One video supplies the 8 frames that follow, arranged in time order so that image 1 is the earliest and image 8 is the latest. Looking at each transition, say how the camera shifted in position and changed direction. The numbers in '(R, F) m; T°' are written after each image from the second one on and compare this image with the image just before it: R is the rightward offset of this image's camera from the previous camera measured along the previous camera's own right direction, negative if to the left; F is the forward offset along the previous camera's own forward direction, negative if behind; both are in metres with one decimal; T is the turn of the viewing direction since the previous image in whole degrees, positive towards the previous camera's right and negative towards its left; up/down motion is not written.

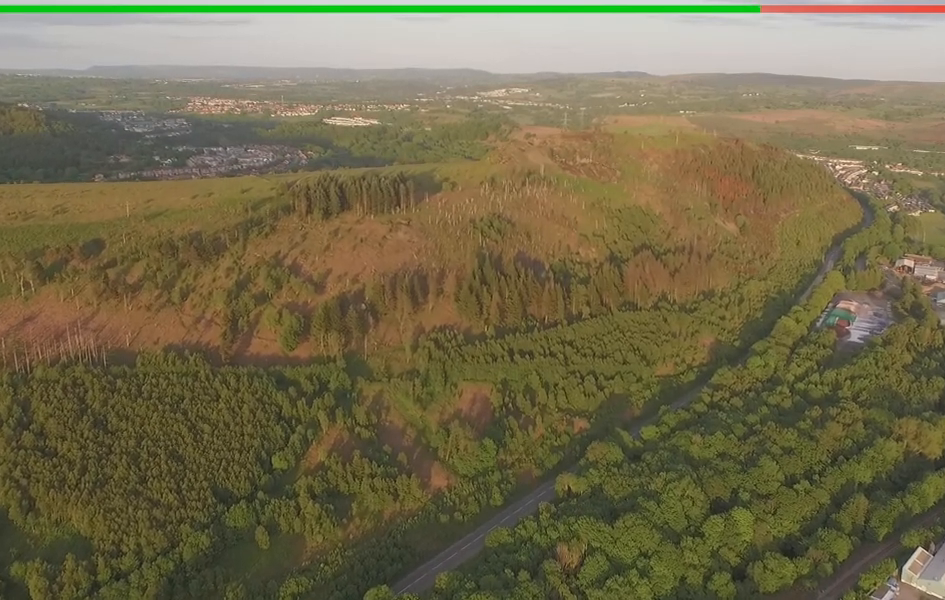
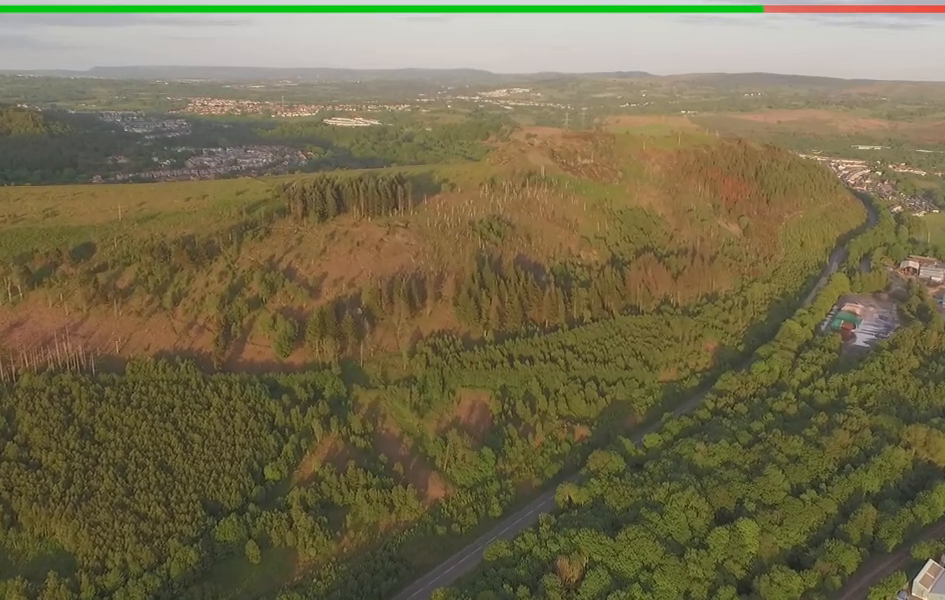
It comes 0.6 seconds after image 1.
(0.0, +10.0) m; 0°
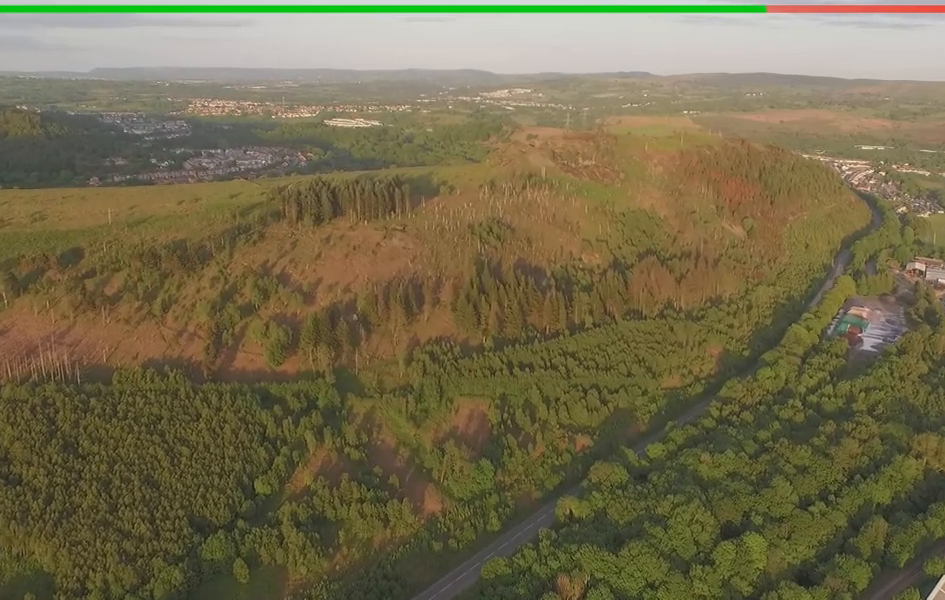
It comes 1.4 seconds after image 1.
(0.0, +11.1) m; 0°
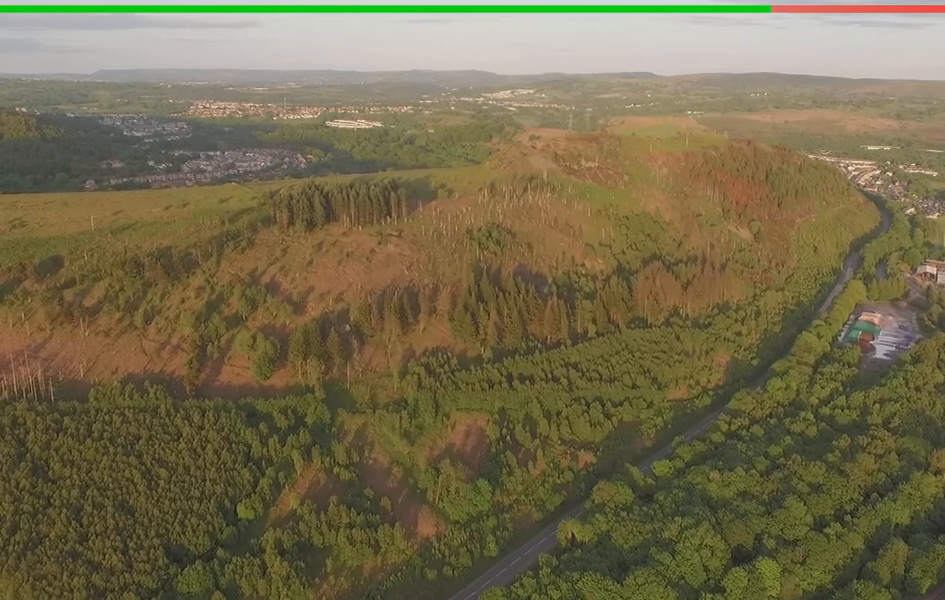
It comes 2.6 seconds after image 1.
(-0.1, +18.4) m; -1°
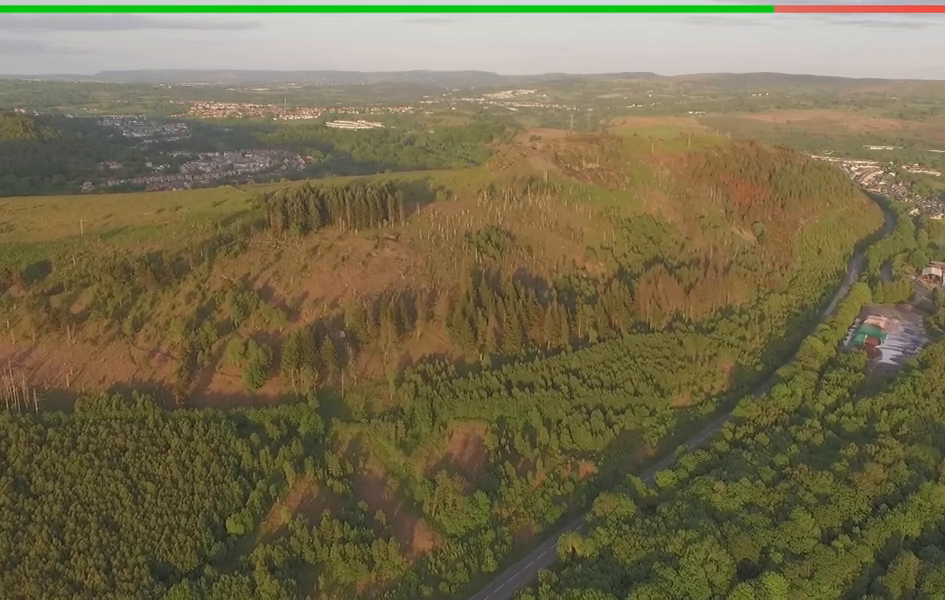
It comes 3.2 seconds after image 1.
(0.0, +9.5) m; 0°
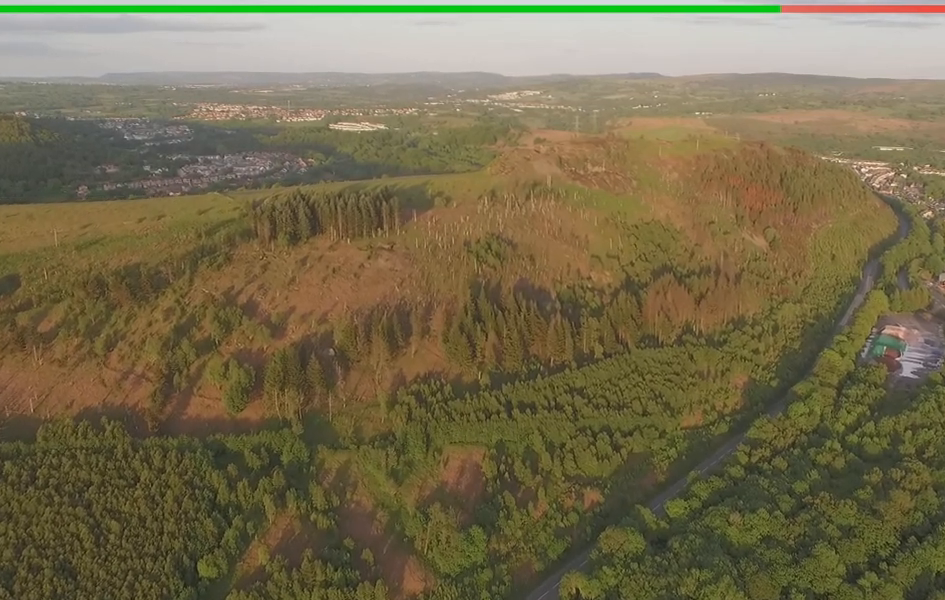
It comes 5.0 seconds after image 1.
(0.0, +25.5) m; +1°
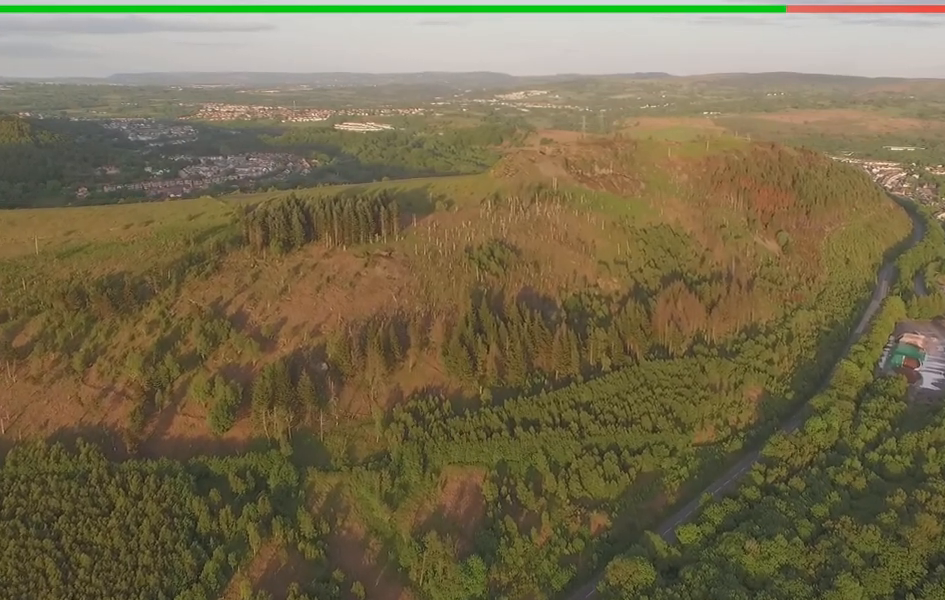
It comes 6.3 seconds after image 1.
(+0.4, +20.0) m; +2°
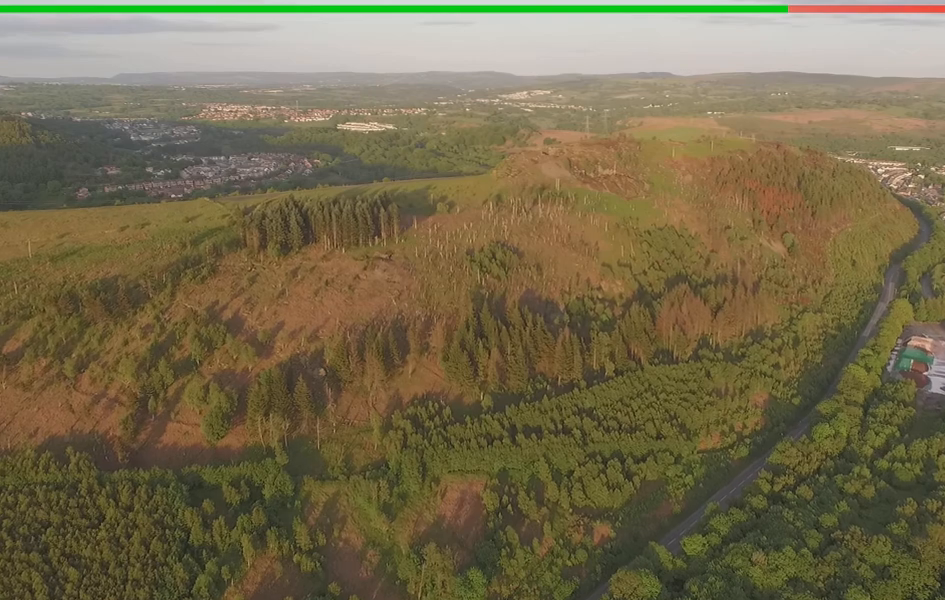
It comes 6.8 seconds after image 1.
(0.0, +7.7) m; +1°
